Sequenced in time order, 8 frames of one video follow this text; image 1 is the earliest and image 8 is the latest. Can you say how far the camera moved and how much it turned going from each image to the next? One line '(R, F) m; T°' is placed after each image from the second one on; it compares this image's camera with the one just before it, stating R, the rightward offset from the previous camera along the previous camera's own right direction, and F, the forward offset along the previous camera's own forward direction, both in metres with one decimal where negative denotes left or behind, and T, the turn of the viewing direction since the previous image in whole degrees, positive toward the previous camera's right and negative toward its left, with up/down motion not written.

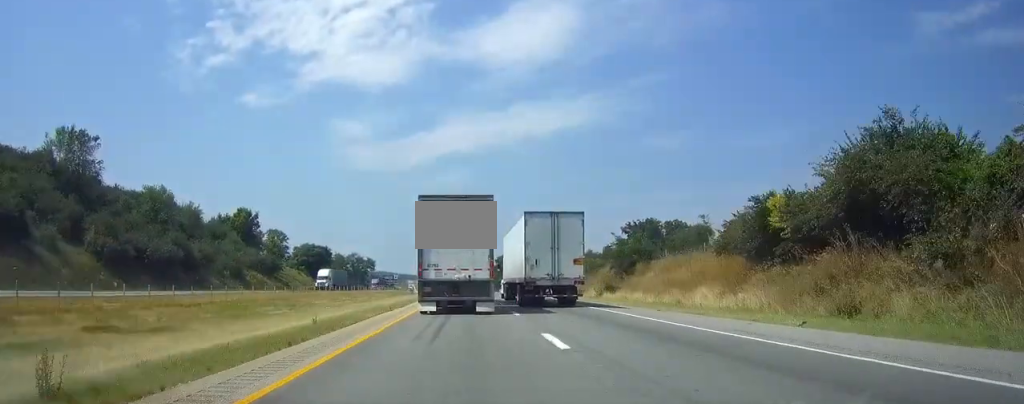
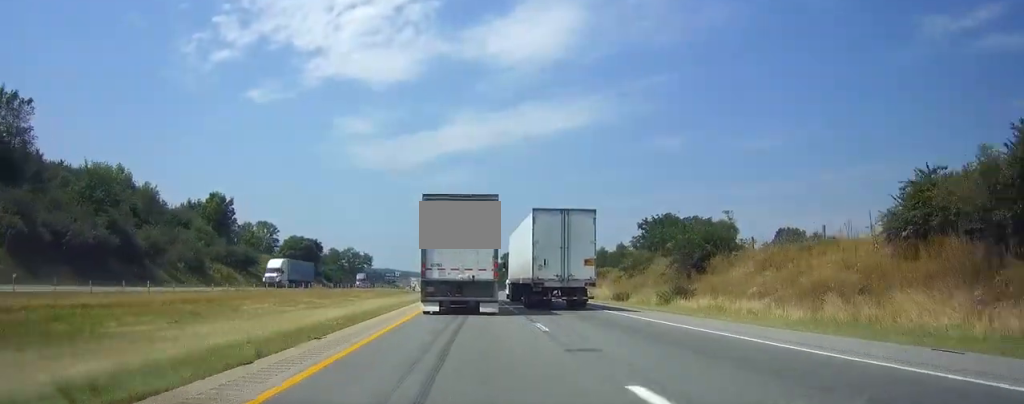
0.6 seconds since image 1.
(0.0, +18.6) m; 0°
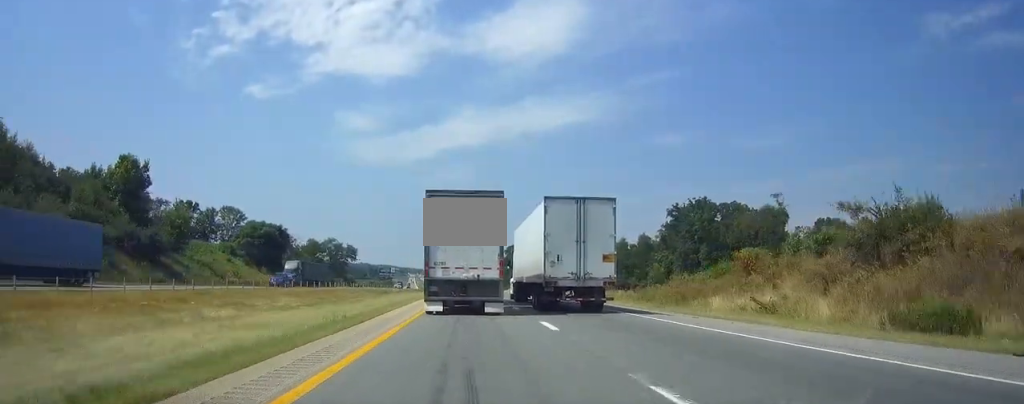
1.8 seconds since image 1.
(0.0, +36.4) m; 0°
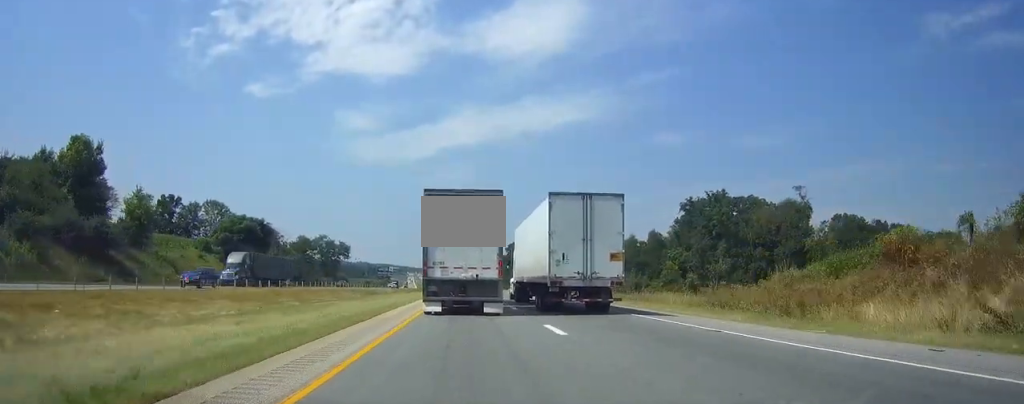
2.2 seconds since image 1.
(0.0, +13.5) m; 0°
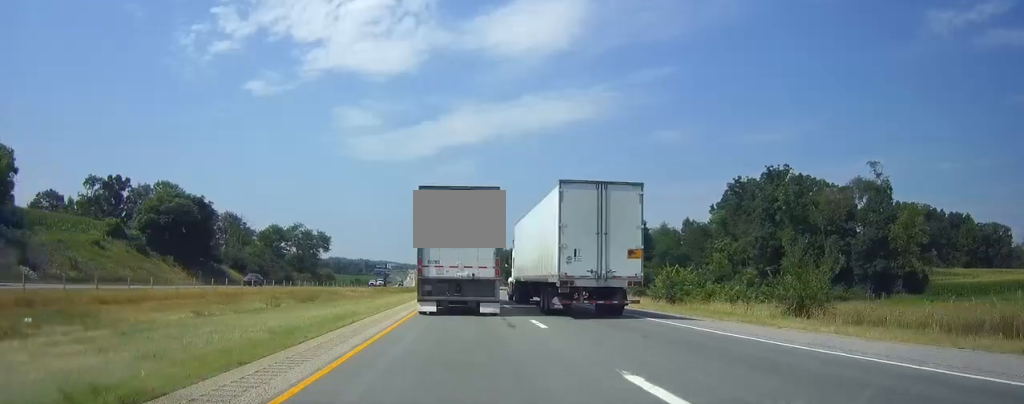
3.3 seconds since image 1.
(0.0, +34.4) m; 0°
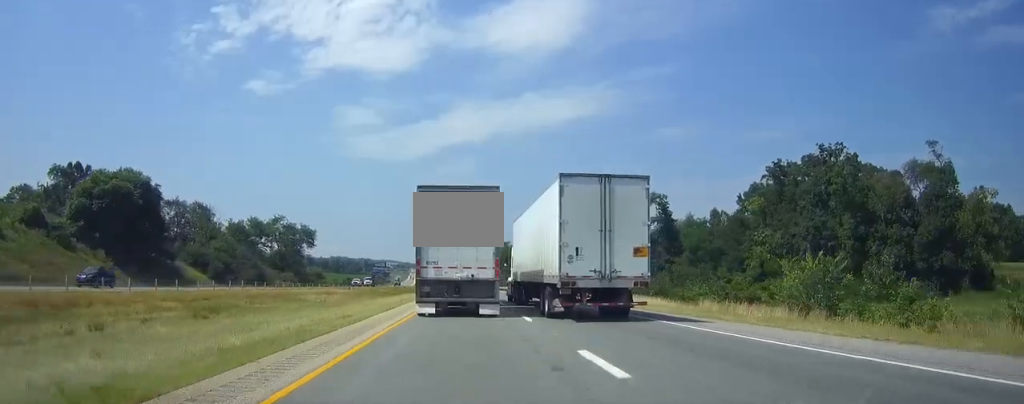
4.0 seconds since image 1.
(0.0, +20.9) m; 0°
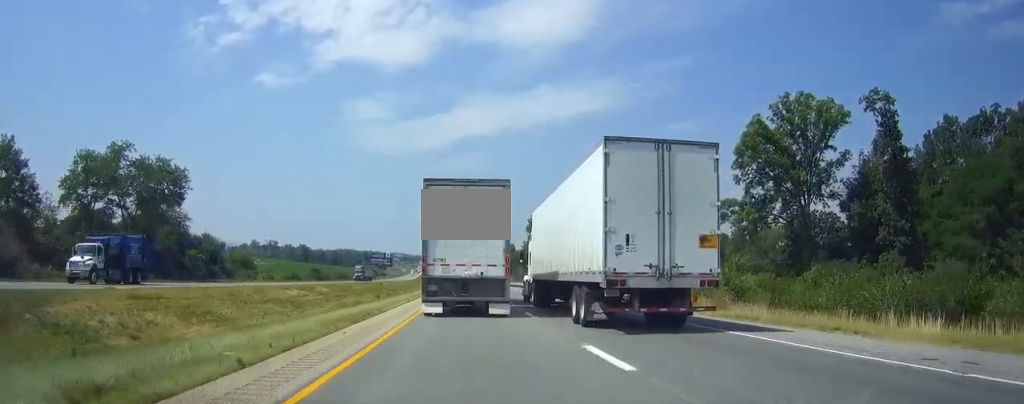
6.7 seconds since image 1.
(-0.6, +84.6) m; -1°
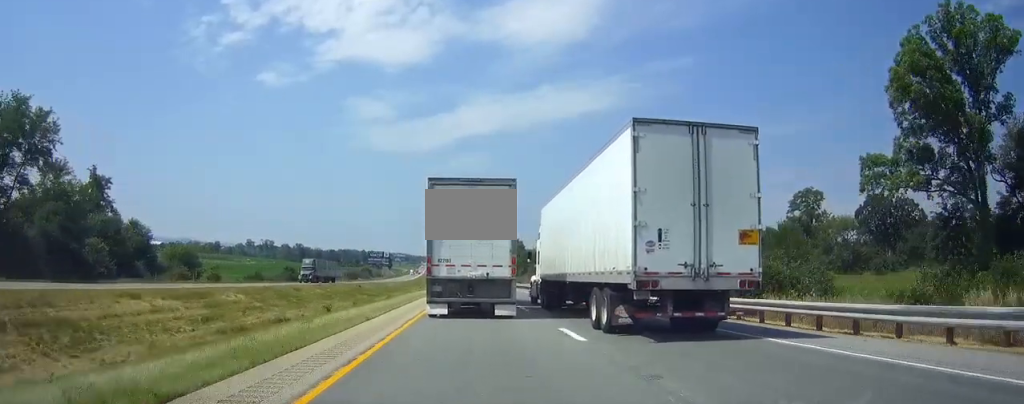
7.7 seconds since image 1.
(0.0, +32.4) m; -1°
